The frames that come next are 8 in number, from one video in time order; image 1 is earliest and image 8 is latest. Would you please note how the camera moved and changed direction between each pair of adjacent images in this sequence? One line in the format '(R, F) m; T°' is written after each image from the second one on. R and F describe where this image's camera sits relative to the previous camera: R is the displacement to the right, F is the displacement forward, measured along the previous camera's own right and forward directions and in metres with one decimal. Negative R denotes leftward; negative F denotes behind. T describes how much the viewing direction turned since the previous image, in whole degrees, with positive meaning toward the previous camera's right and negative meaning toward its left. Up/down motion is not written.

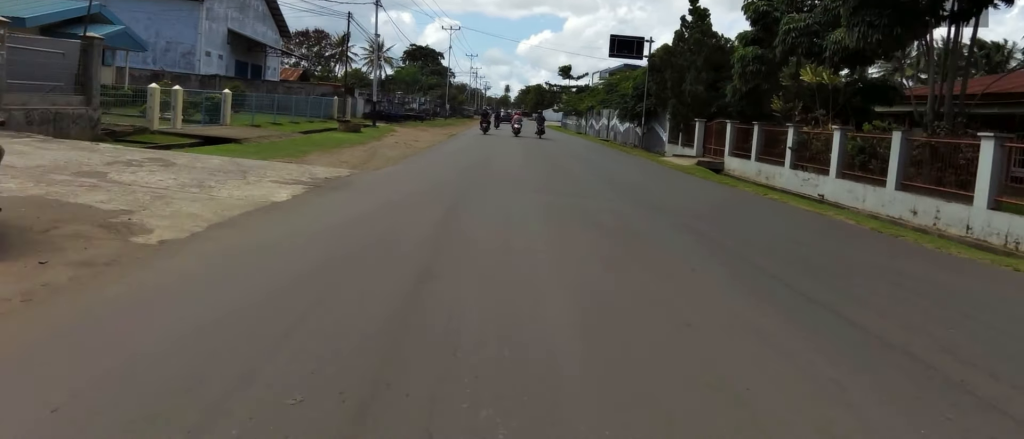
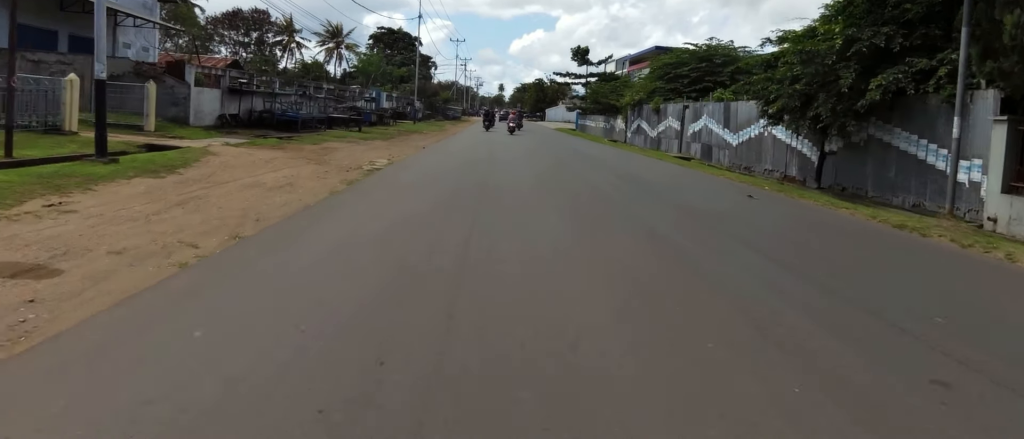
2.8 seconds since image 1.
(+1.2, +21.2) m; +5°
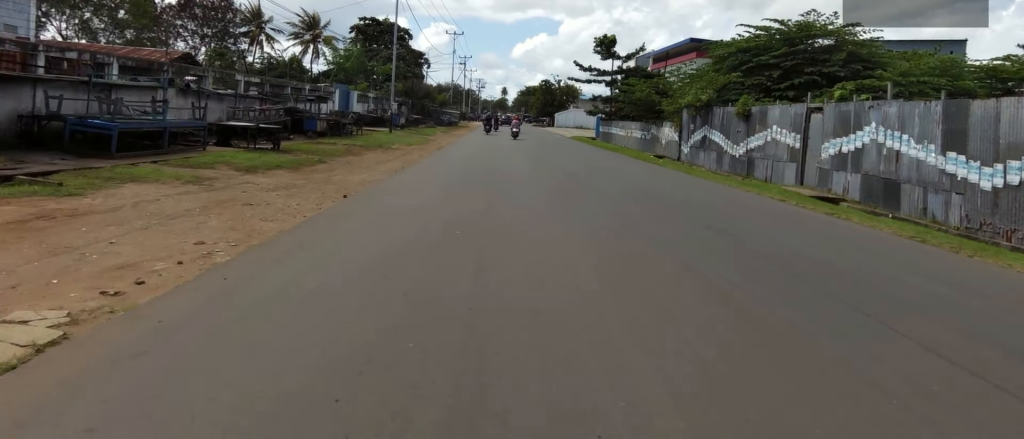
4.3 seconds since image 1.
(0.0, +12.0) m; 0°
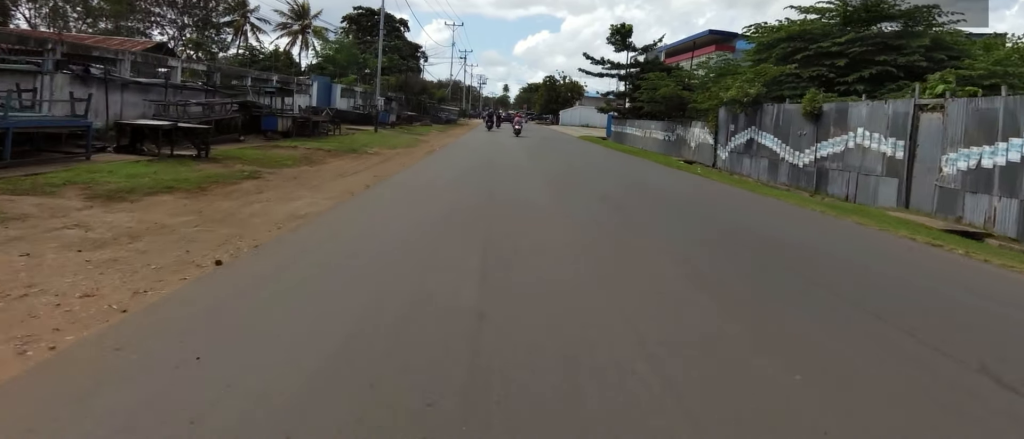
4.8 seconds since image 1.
(0.0, +4.5) m; 0°
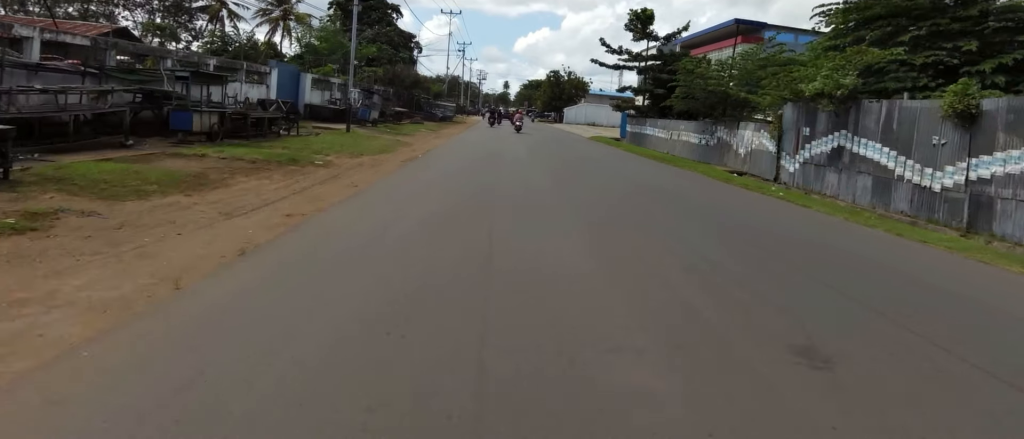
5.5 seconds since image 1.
(-0.3, +5.9) m; 0°
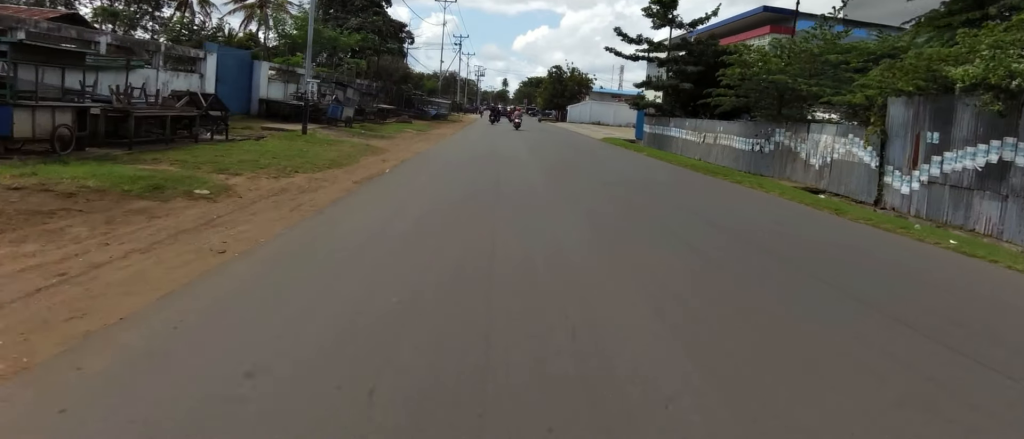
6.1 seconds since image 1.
(+0.3, +5.5) m; 0°
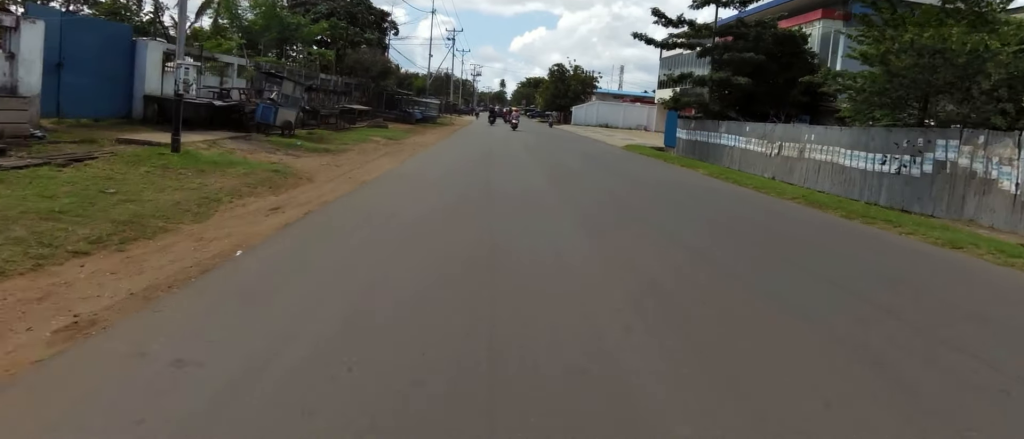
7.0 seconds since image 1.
(0.0, +7.3) m; 0°
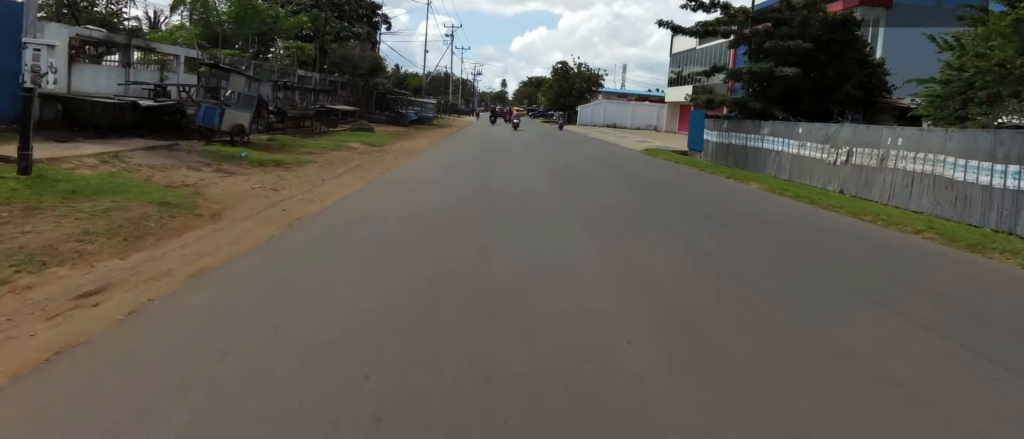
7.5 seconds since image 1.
(-0.2, +3.9) m; 0°
